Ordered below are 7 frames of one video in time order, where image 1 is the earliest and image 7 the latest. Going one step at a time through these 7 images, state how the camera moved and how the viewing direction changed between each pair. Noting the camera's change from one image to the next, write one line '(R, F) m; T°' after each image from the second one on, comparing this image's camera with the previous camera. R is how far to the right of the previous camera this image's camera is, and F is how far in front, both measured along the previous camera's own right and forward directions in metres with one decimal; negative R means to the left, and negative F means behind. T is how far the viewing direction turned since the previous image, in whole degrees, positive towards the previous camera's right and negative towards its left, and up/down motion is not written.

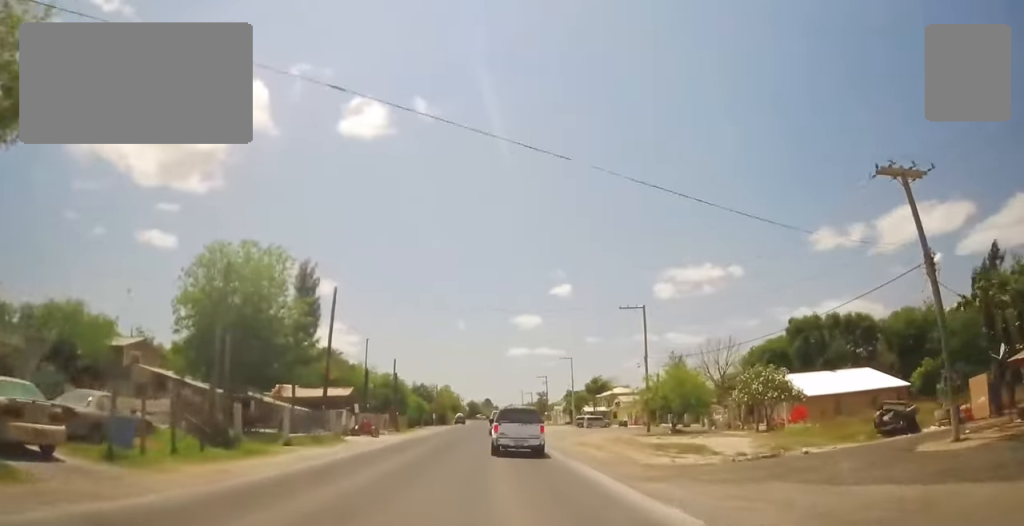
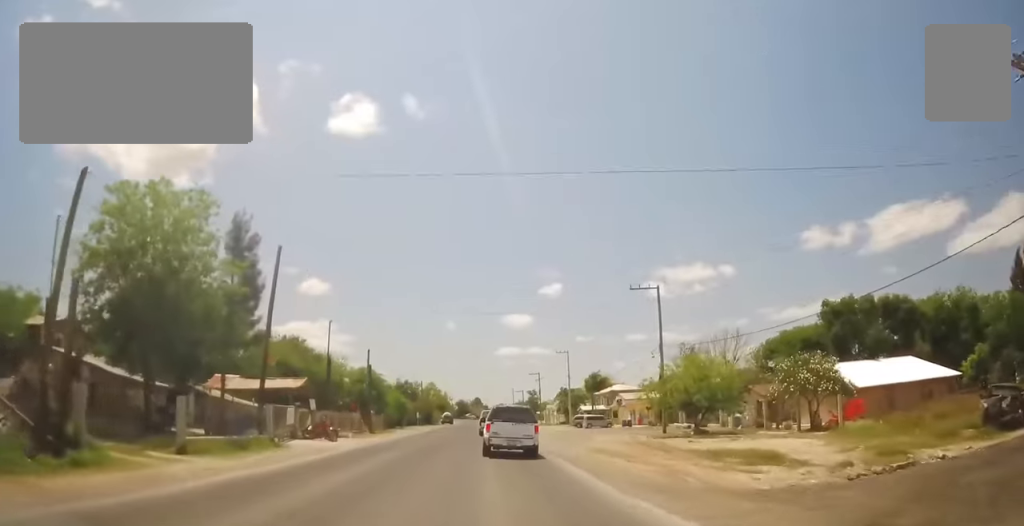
(0.0, +7.8) m; 0°
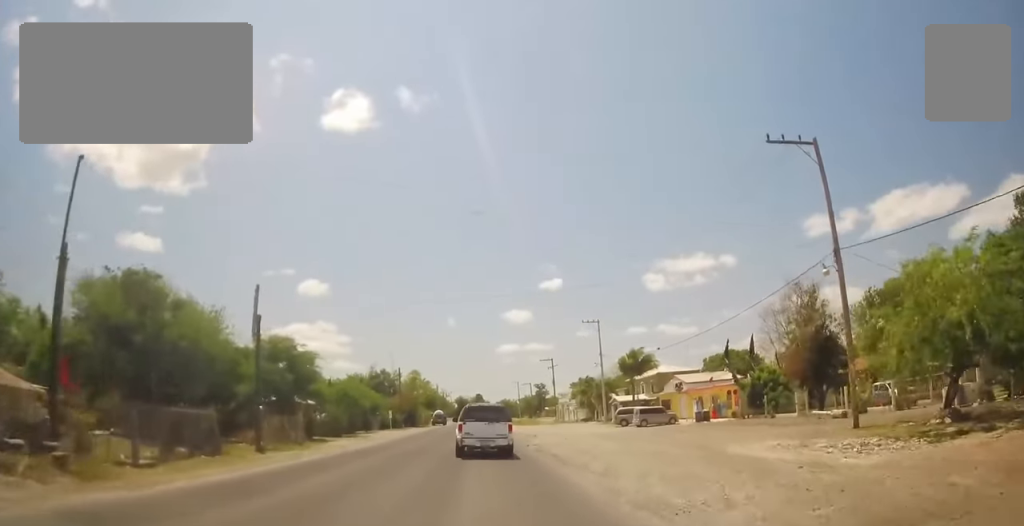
(+0.1, +25.4) m; +3°
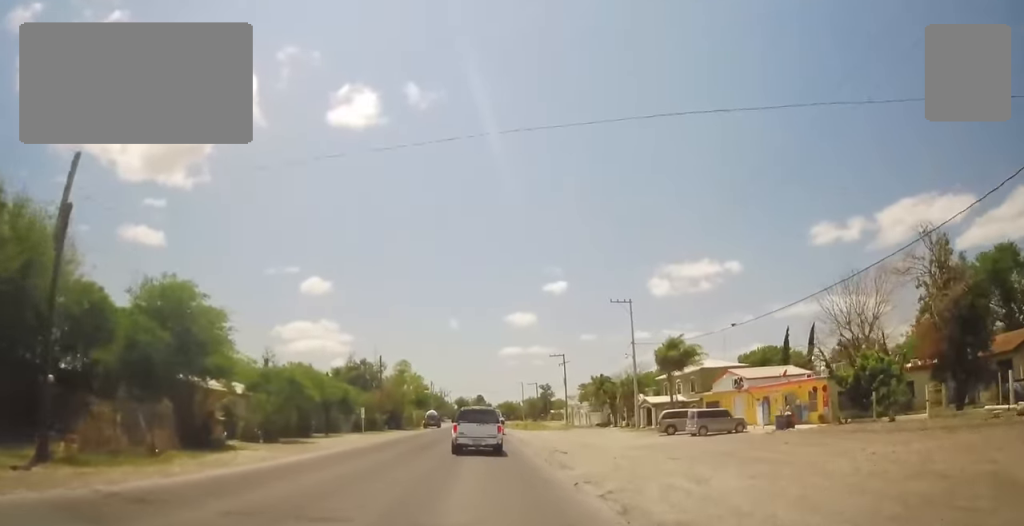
(+0.6, +13.7) m; +1°
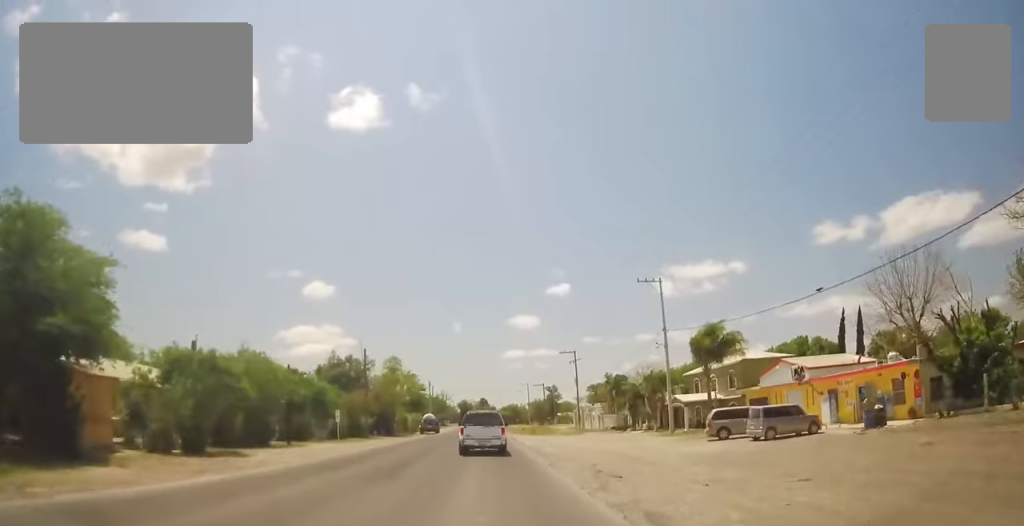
(-0.2, +8.4) m; +1°
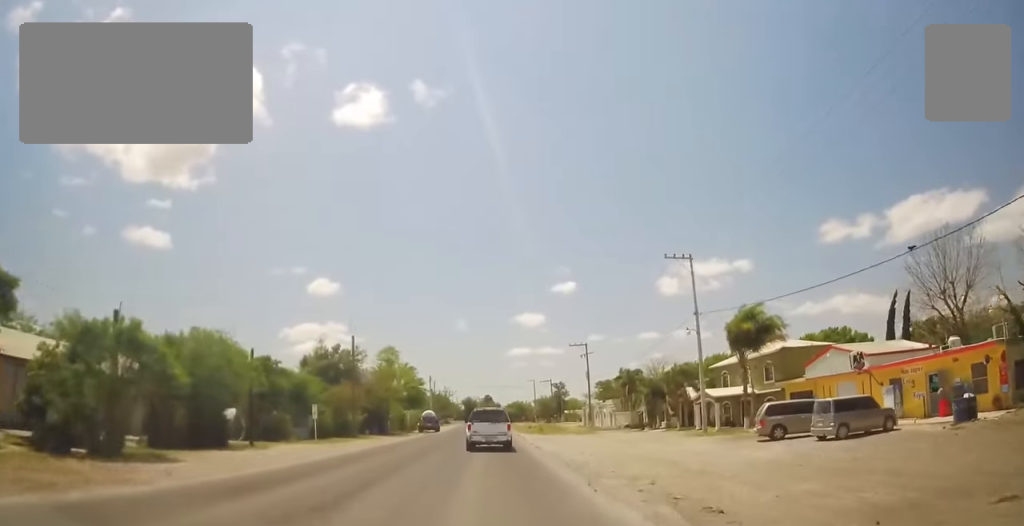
(+0.1, +5.6) m; 0°
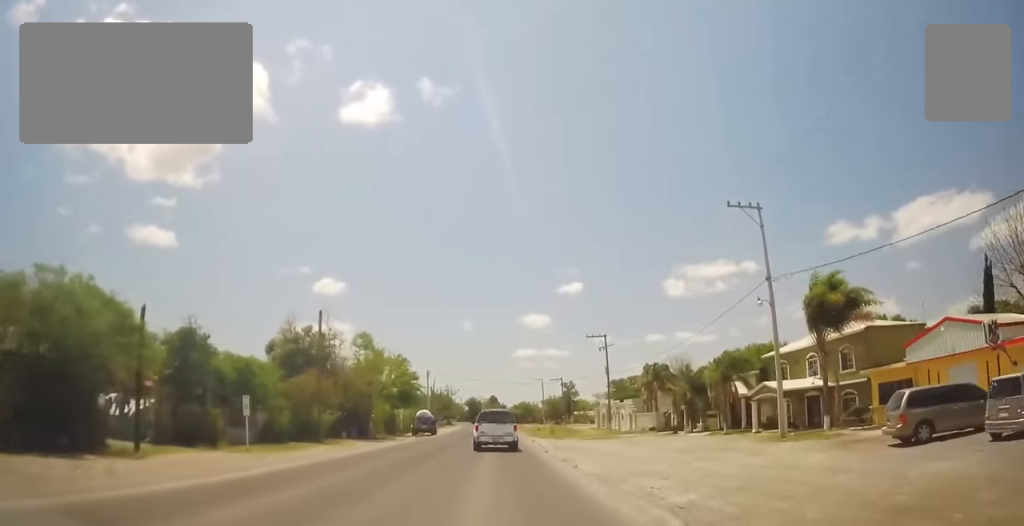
(+0.1, +9.1) m; -1°
